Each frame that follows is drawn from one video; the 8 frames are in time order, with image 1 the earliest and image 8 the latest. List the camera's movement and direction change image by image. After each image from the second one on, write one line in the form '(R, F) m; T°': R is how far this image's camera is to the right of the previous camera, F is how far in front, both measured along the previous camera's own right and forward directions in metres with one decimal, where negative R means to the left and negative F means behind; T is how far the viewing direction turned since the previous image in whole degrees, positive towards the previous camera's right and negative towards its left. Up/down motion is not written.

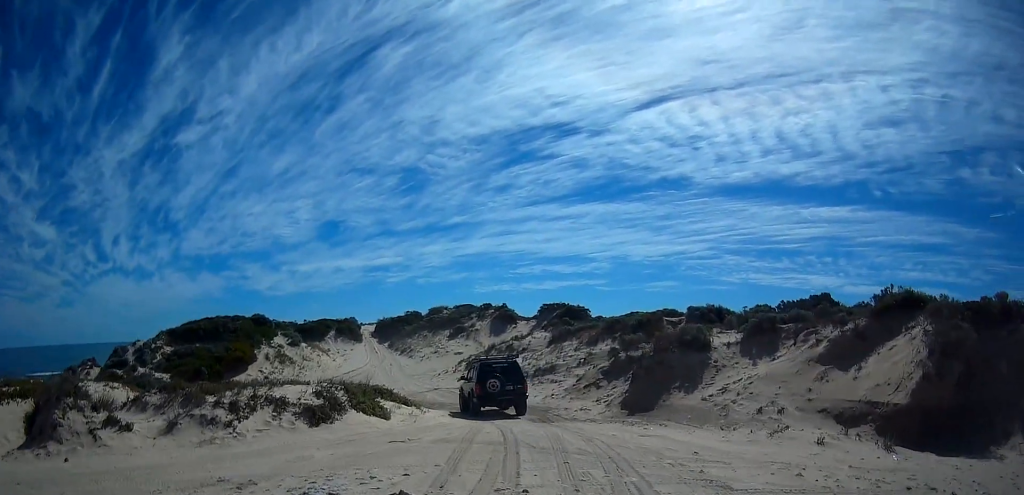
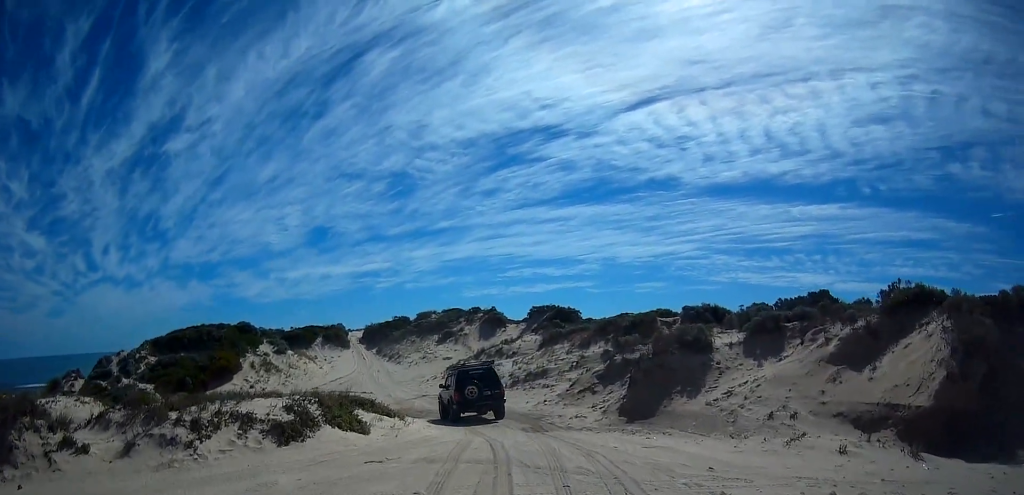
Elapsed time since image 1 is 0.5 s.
(-0.1, +1.3) m; -3°
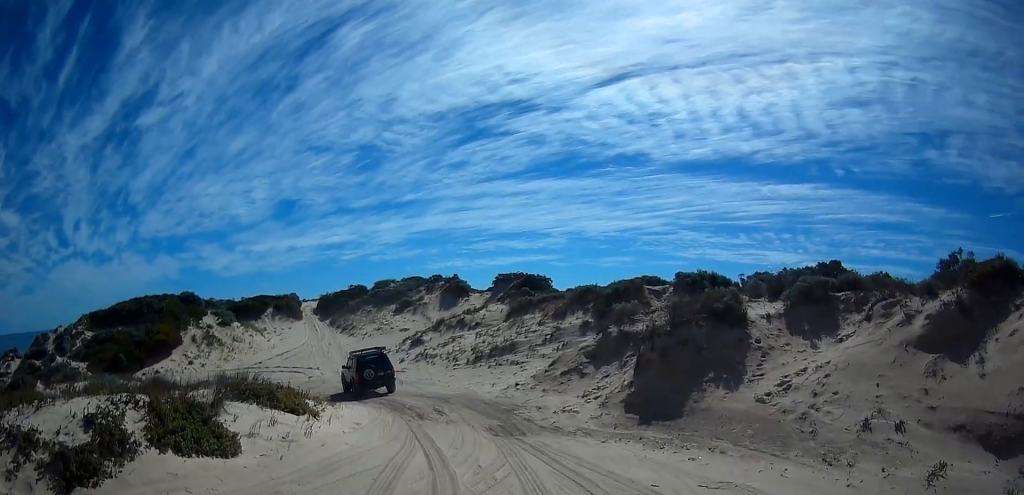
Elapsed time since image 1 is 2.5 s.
(+1.1, +5.2) m; +24°
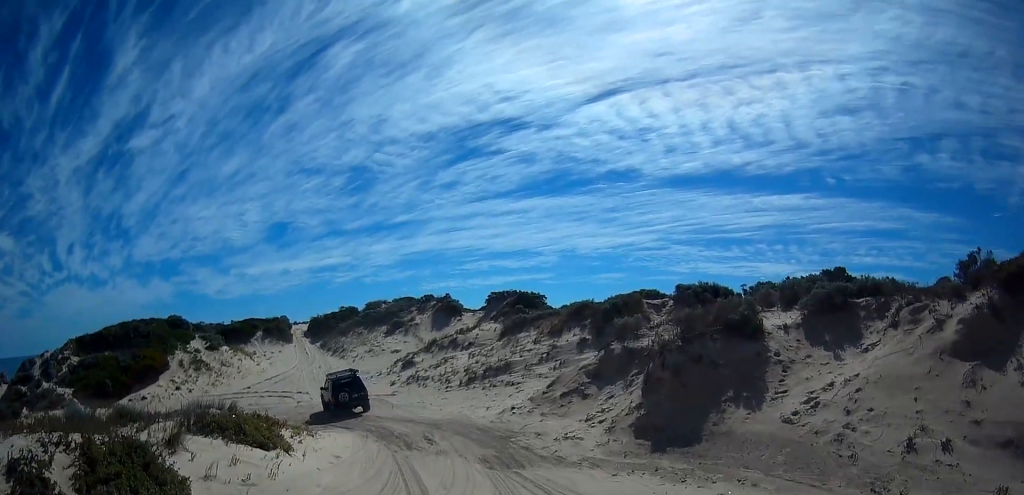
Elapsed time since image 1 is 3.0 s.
(+0.1, +1.4) m; 0°
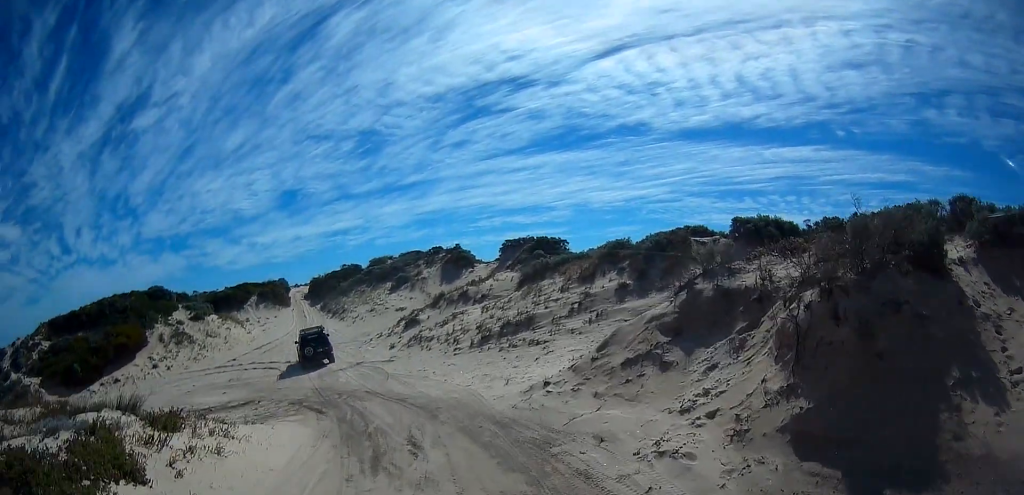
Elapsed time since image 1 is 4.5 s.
(-0.9, +5.5) m; -13°
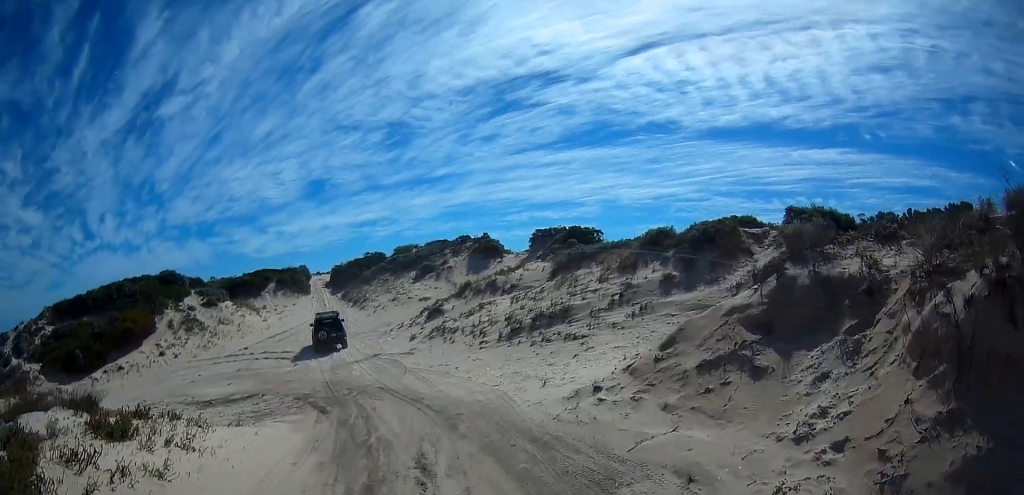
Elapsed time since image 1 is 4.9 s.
(0.0, +2.2) m; -4°
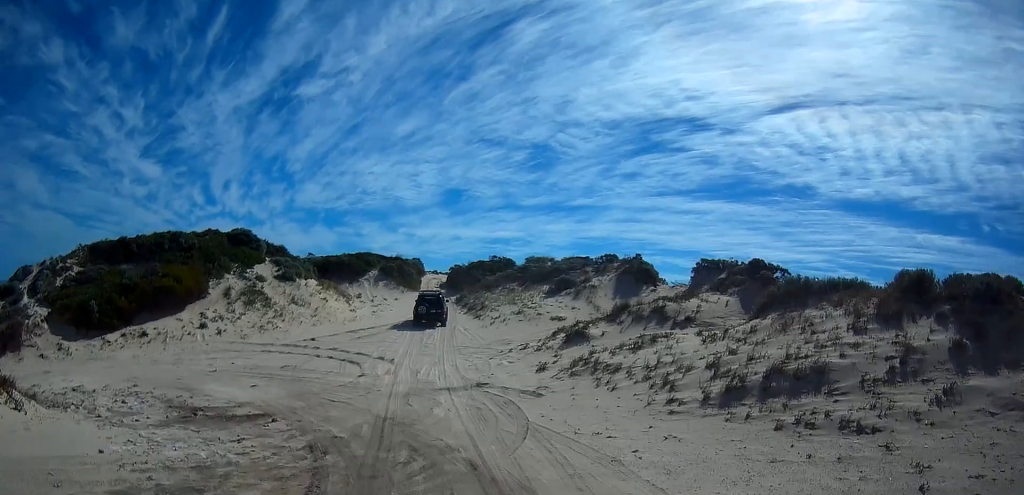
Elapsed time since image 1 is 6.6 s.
(-1.6, +9.1) m; -11°
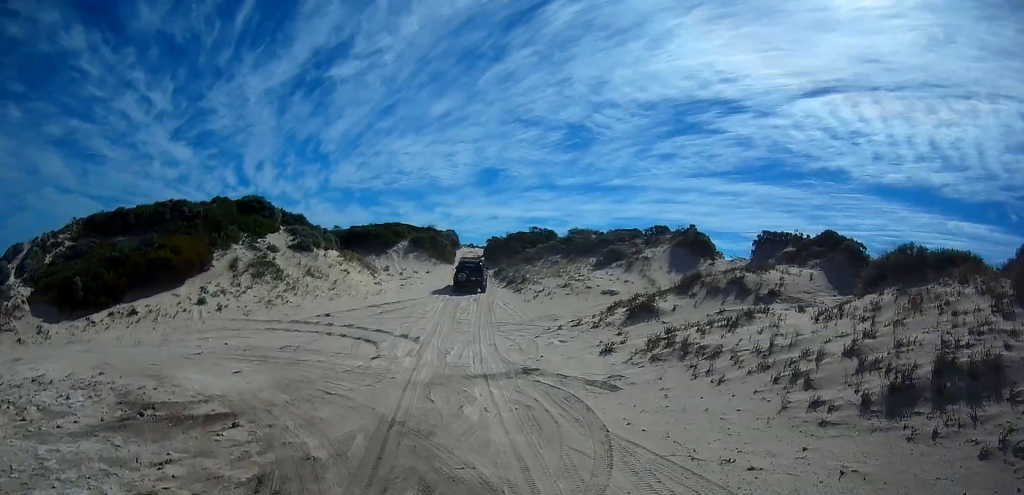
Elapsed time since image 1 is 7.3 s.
(+0.2, +4.0) m; -3°
